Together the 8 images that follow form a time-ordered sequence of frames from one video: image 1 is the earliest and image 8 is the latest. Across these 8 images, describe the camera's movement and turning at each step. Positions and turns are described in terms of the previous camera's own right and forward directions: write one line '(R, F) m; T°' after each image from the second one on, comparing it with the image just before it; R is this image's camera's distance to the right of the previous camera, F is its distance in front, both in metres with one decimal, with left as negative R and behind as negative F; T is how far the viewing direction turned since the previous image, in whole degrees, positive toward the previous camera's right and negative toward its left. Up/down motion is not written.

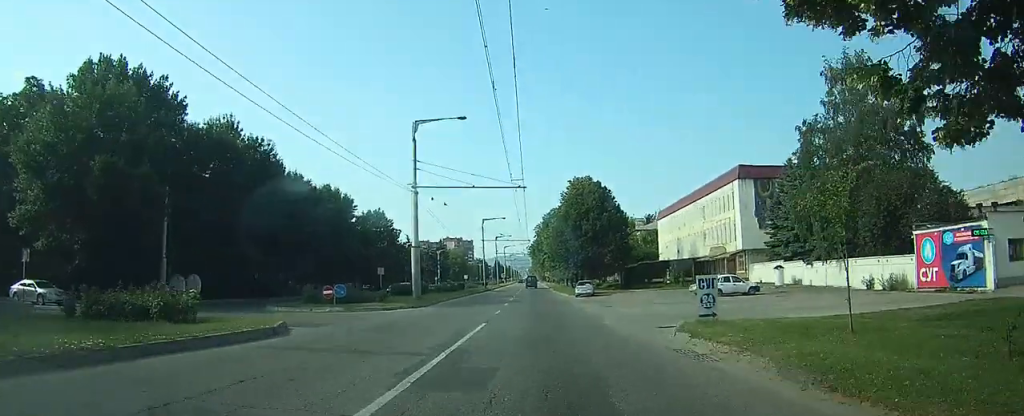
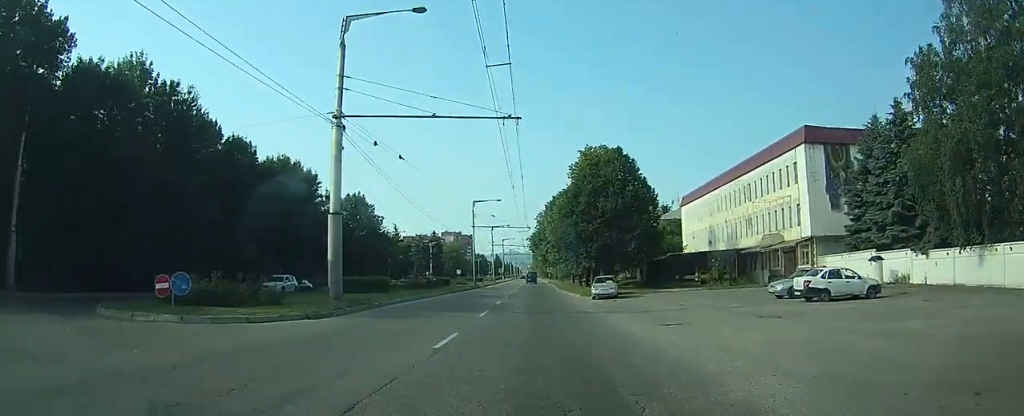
(+0.1, +15.0) m; +1°
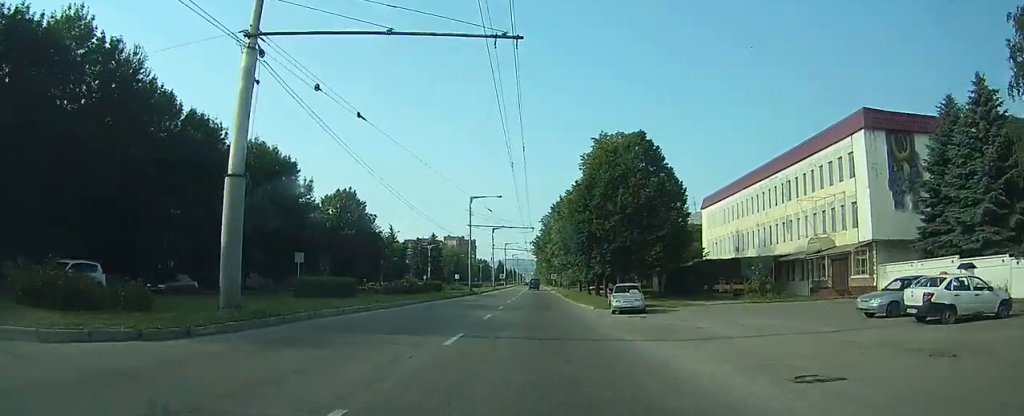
(0.0, +8.1) m; 0°
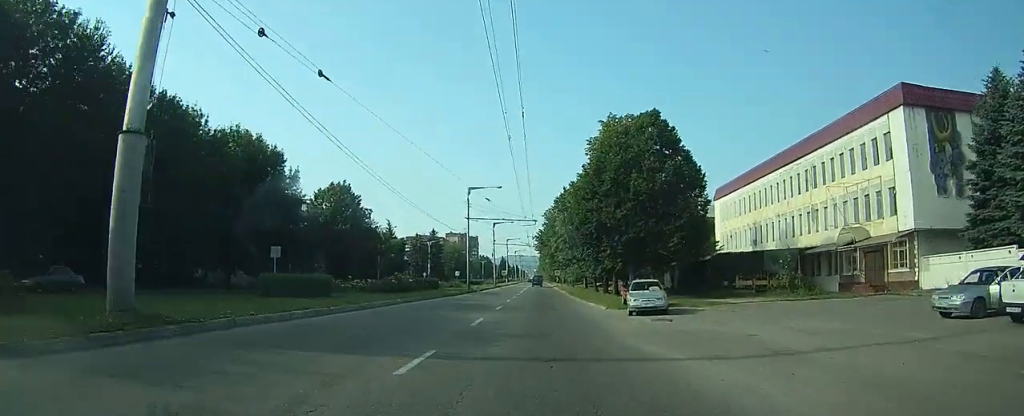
(0.0, +4.3) m; 0°
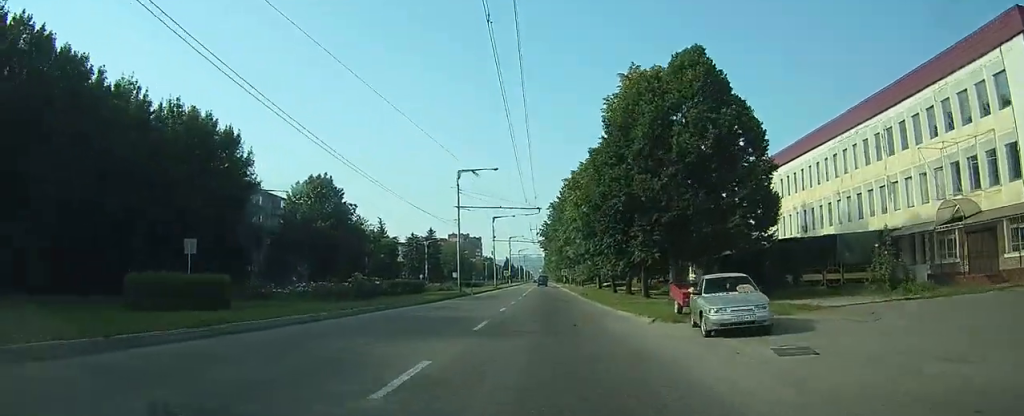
(0.0, +10.2) m; 0°
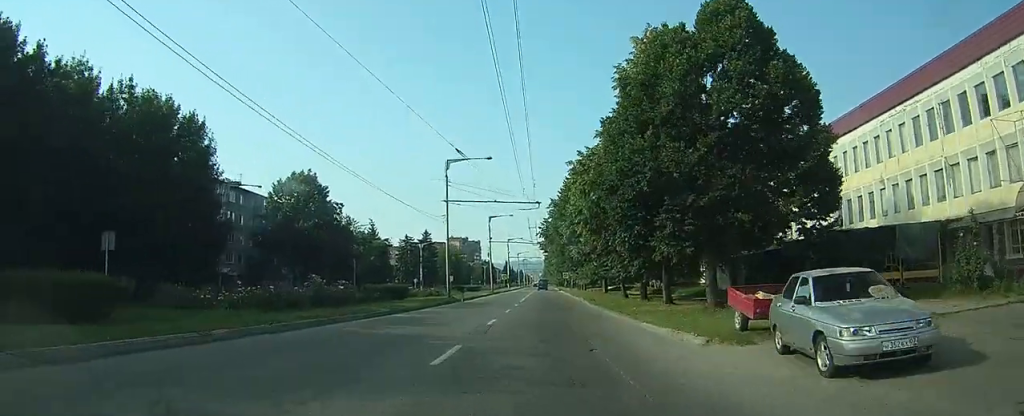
(0.0, +5.9) m; 0°
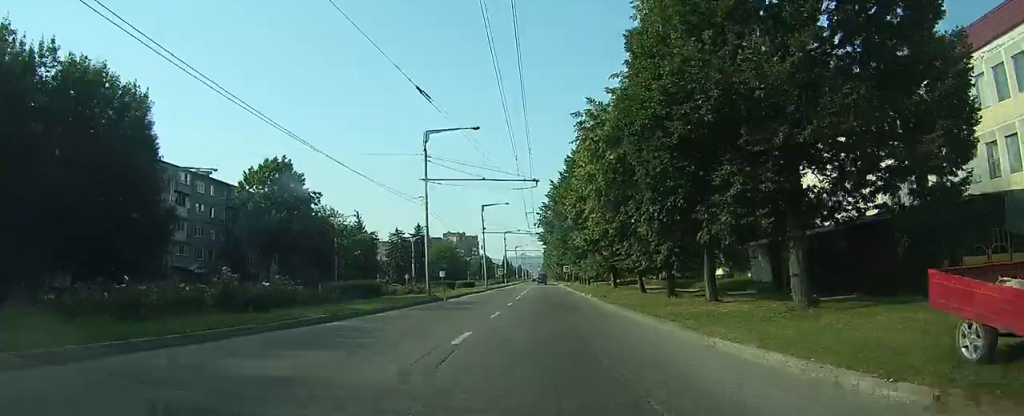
(0.0, +7.5) m; -1°
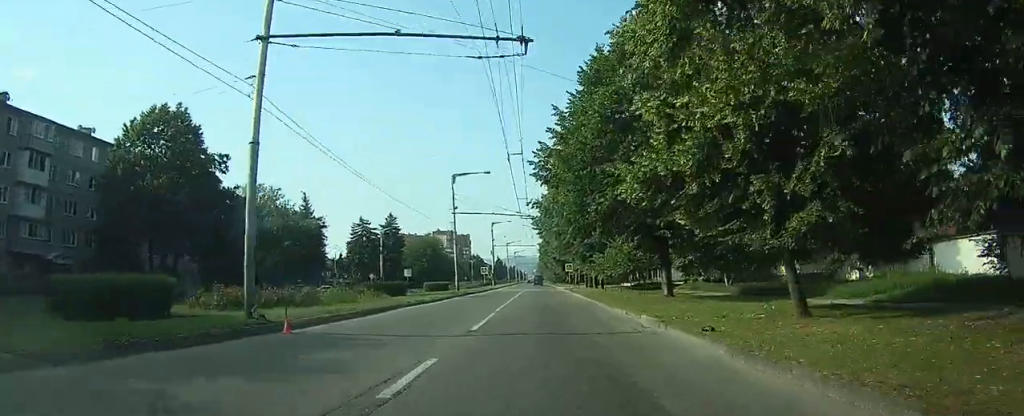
(-0.1, +21.9) m; 0°
